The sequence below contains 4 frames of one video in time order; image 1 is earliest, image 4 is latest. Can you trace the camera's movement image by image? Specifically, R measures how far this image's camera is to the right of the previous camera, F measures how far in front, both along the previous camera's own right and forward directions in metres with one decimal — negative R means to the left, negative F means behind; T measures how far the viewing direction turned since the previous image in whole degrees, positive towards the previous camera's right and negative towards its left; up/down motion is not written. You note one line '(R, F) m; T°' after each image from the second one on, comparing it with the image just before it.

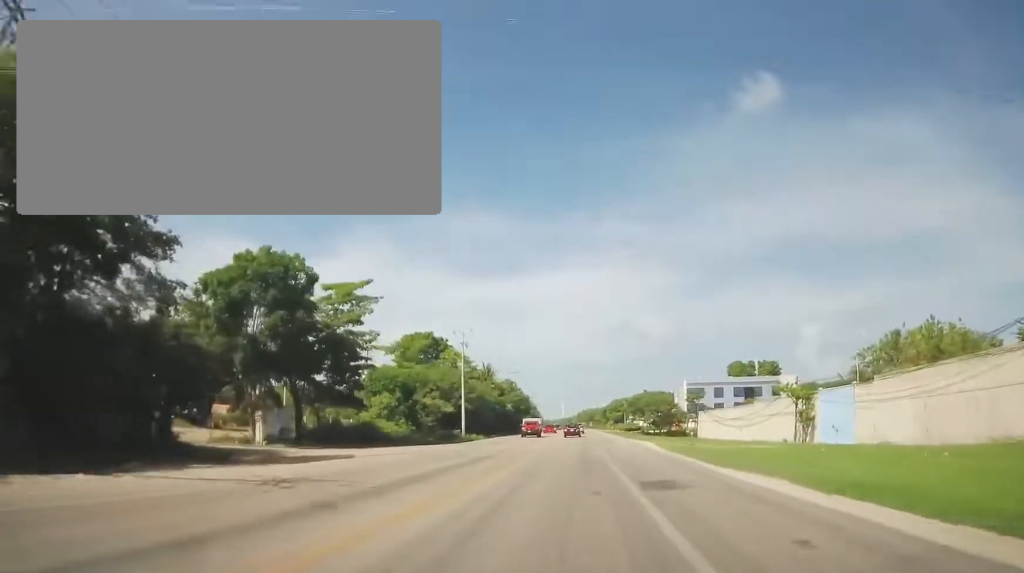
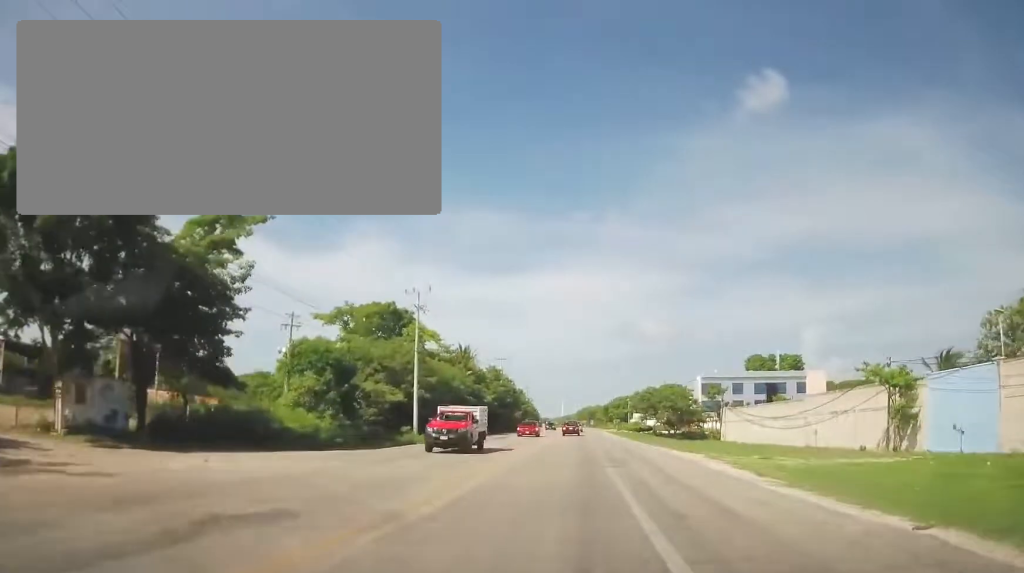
(-0.4, +18.2) m; -1°
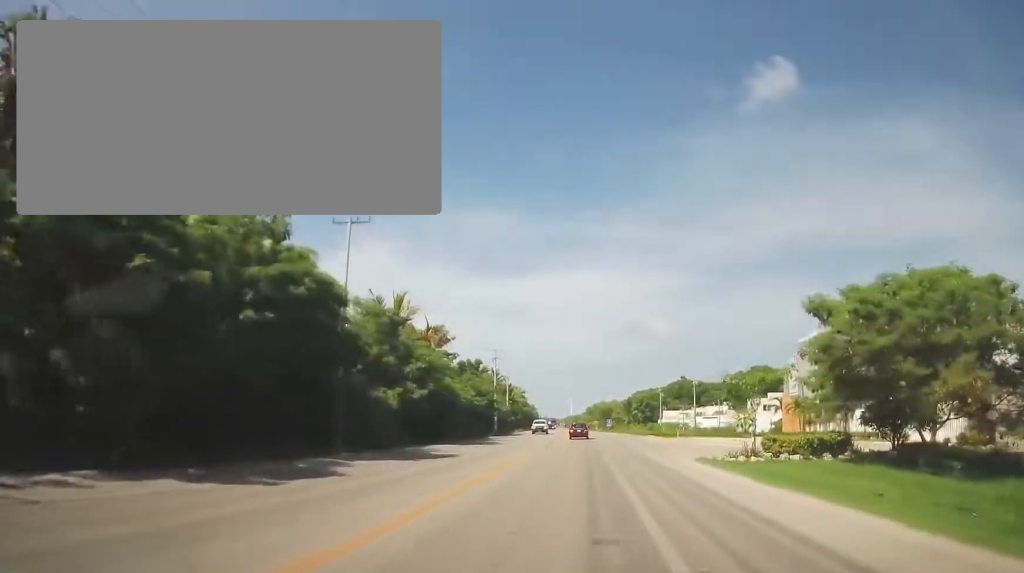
(-0.8, +66.3) m; 0°
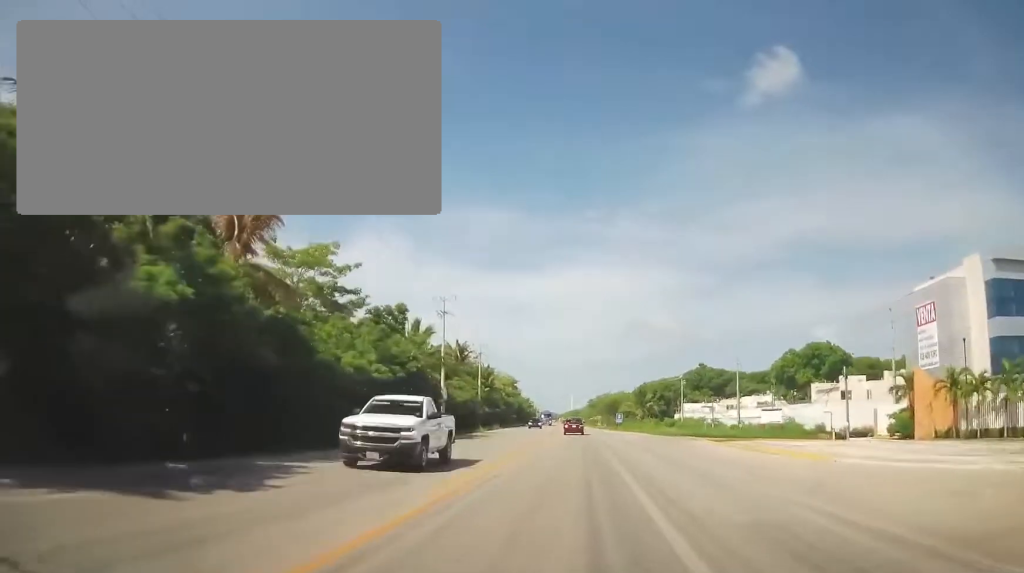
(-0.4, +31.0) m; -1°
